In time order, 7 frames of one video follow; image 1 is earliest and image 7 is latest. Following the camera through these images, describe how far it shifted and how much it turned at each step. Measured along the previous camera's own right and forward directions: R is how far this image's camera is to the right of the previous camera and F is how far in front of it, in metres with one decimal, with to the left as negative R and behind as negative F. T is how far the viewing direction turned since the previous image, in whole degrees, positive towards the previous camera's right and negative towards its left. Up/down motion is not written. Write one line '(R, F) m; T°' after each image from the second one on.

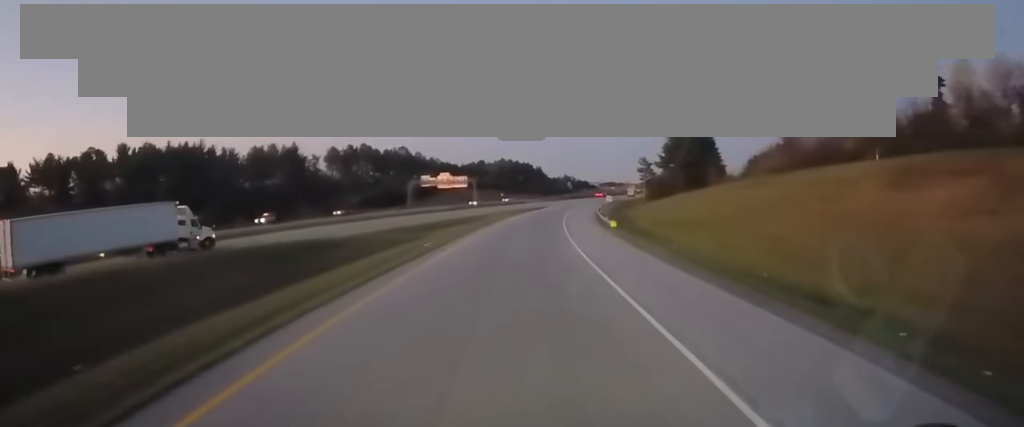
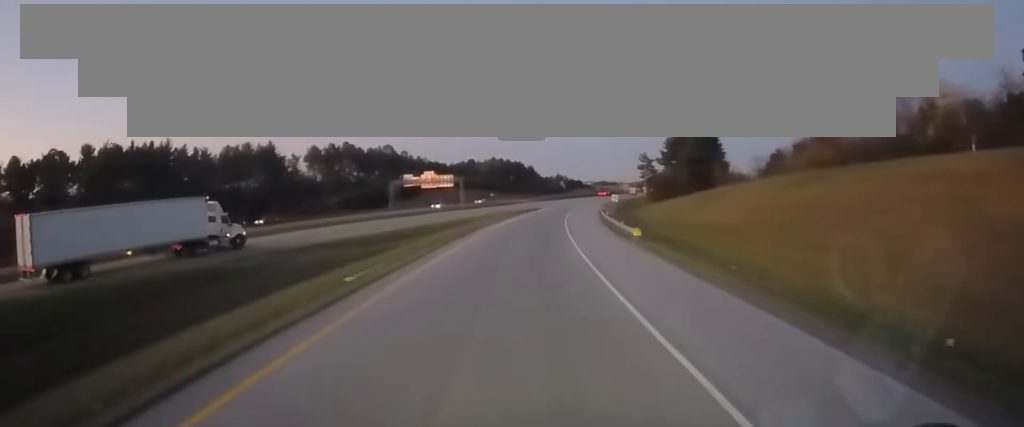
(+0.4, +13.5) m; +1°
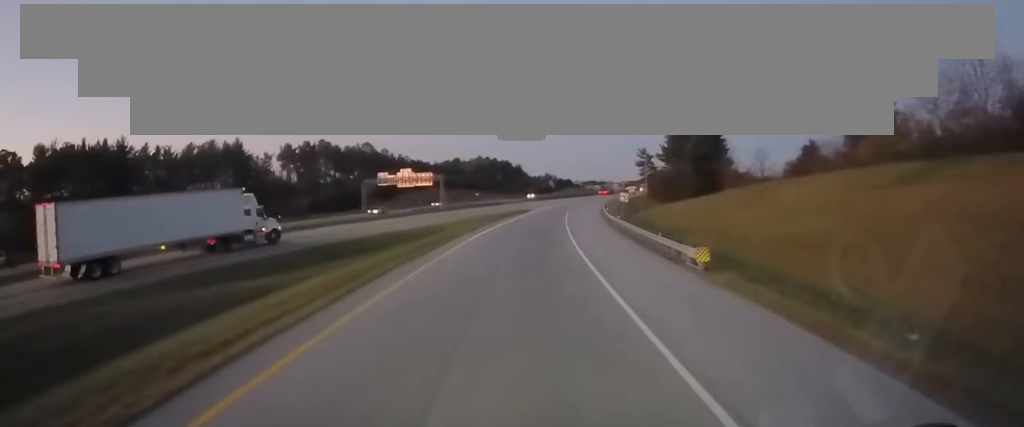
(+0.2, +15.5) m; +1°
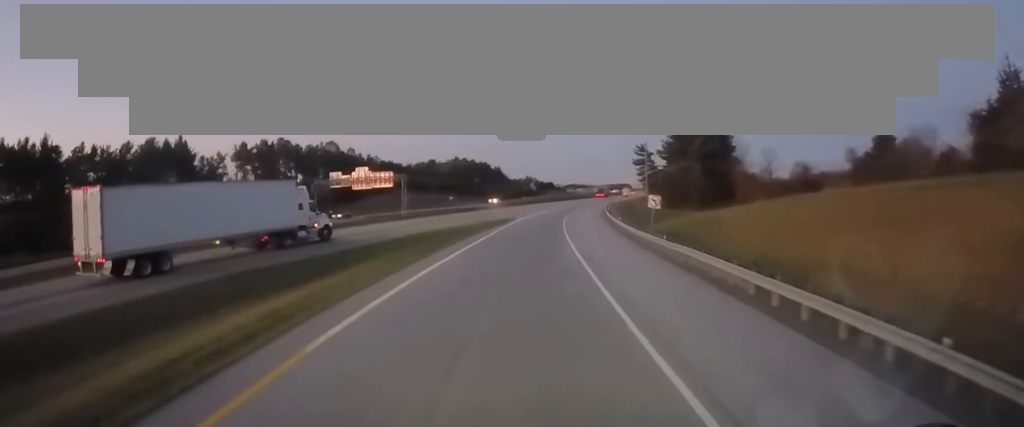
(0.0, +21.4) m; +1°
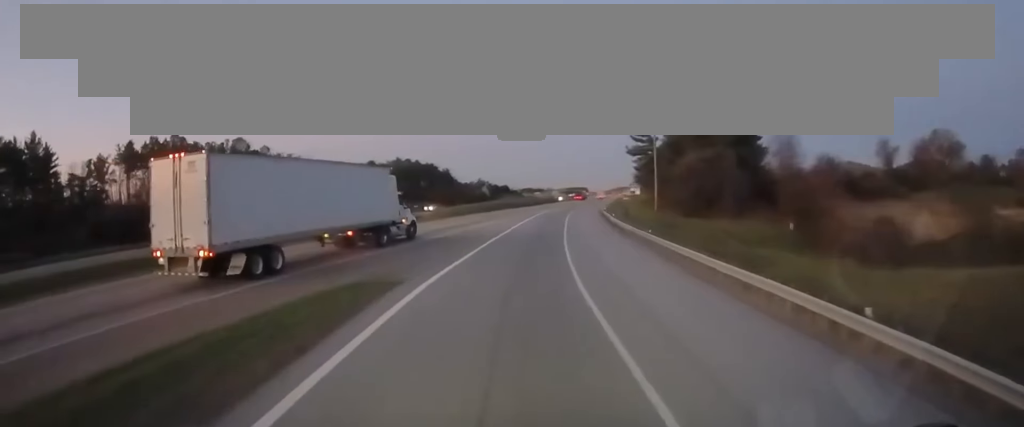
(+1.2, +43.3) m; +3°
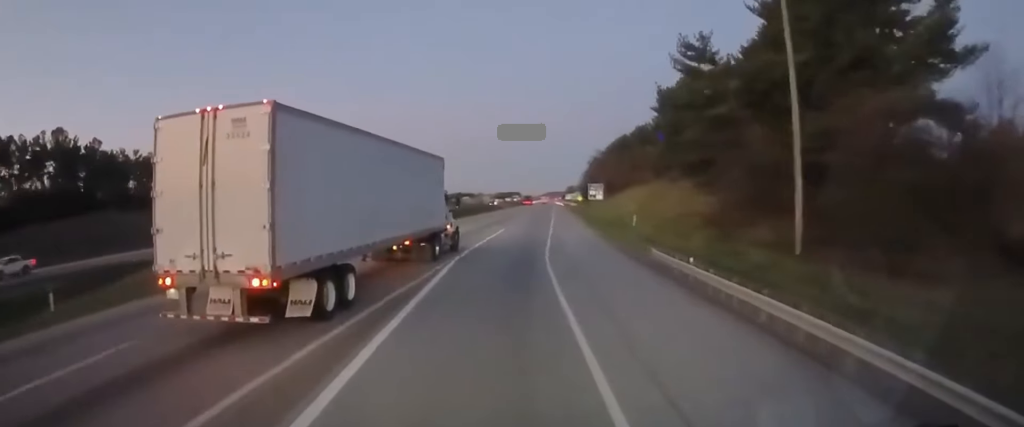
(+2.9, +57.2) m; +7°
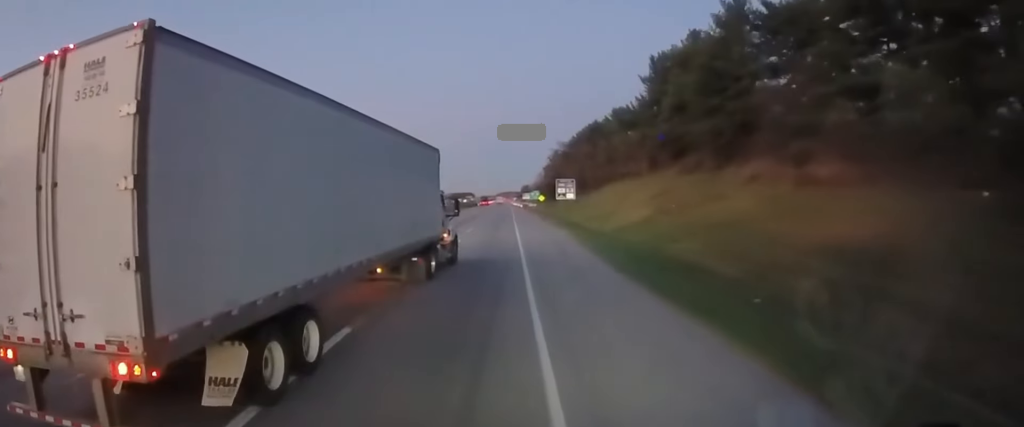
(+1.7, +34.5) m; +4°
